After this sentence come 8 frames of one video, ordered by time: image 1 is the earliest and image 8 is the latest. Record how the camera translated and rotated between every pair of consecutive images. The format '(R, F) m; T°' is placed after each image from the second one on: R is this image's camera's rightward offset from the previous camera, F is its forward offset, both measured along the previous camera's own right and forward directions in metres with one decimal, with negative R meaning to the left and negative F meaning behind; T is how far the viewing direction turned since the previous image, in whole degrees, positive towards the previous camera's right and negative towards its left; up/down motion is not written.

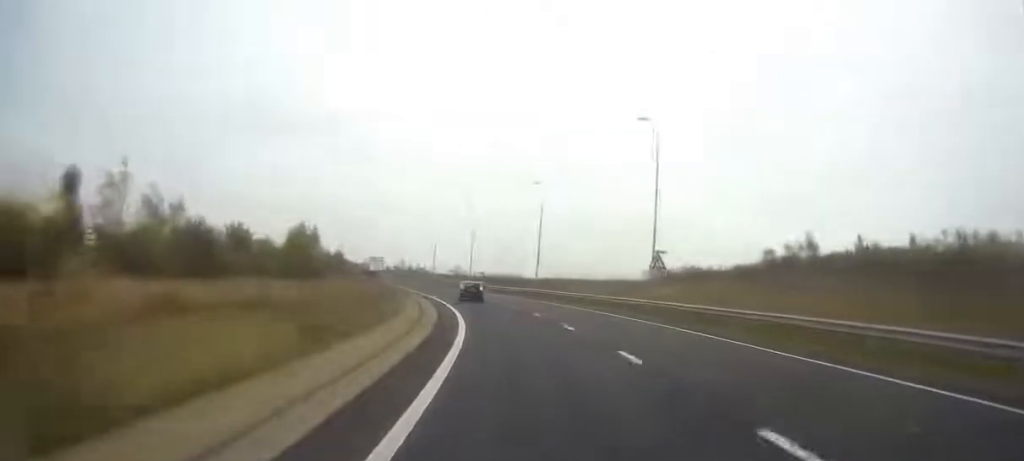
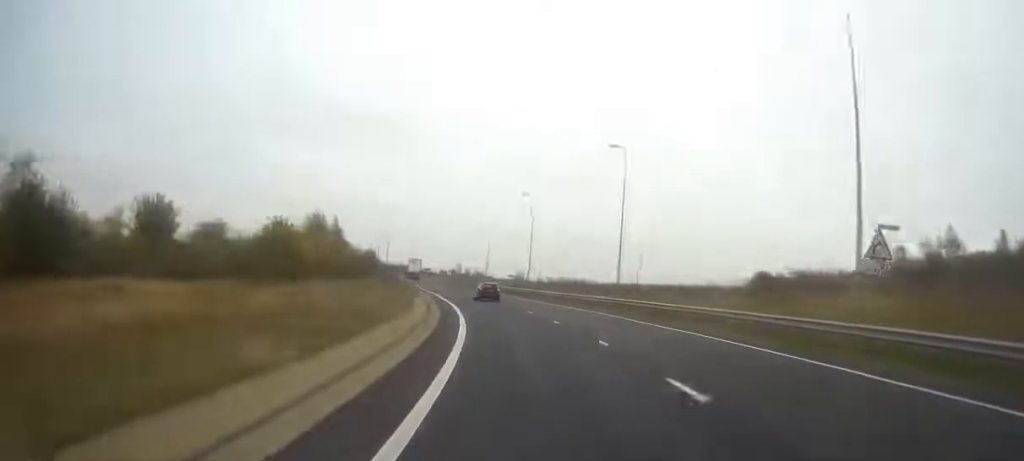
(-1.1, +22.5) m; -5°
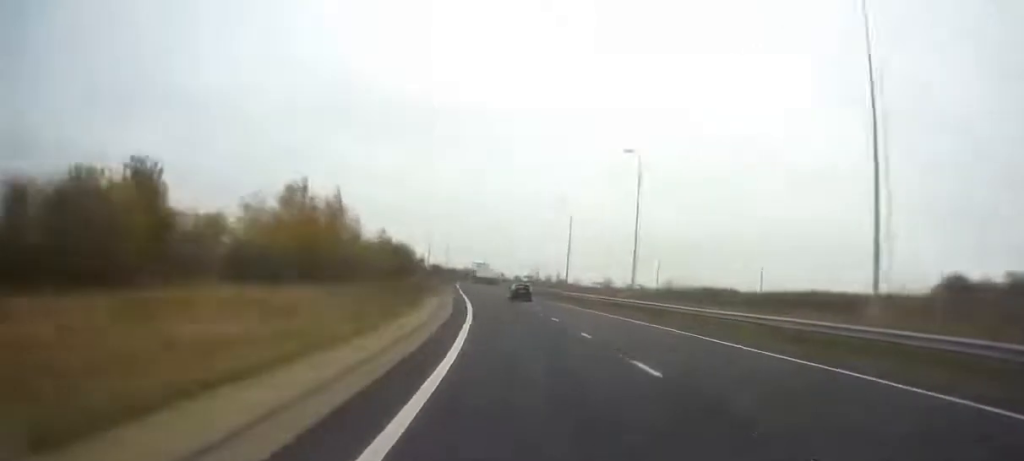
(-1.8, +32.0) m; -6°
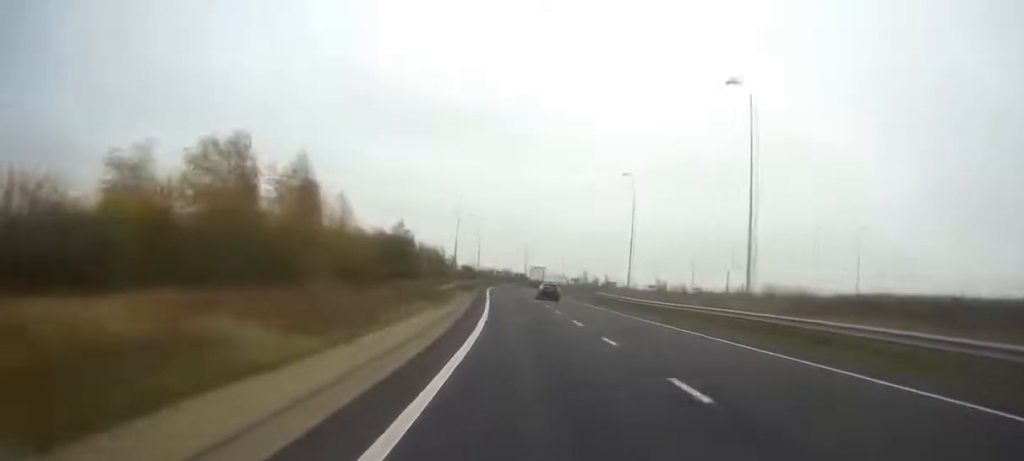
(-0.5, +20.2) m; -3°
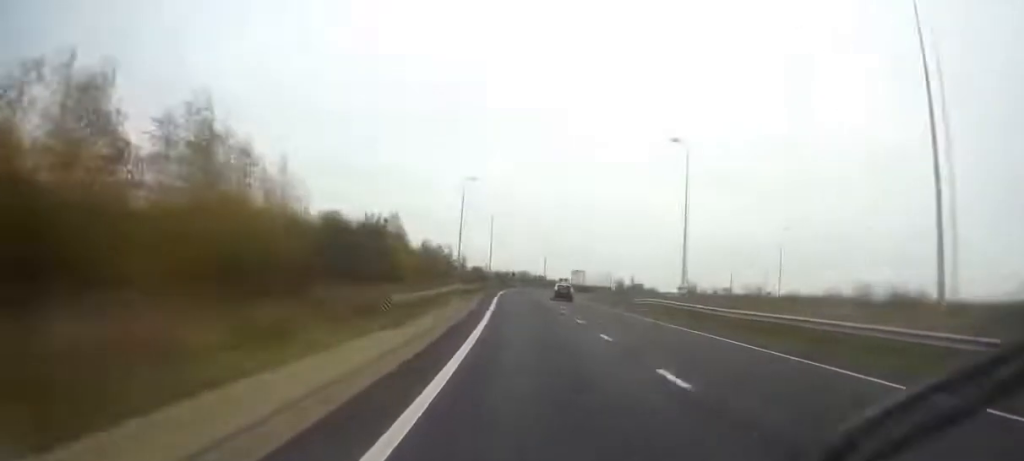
(-0.2, +16.3) m; -1°
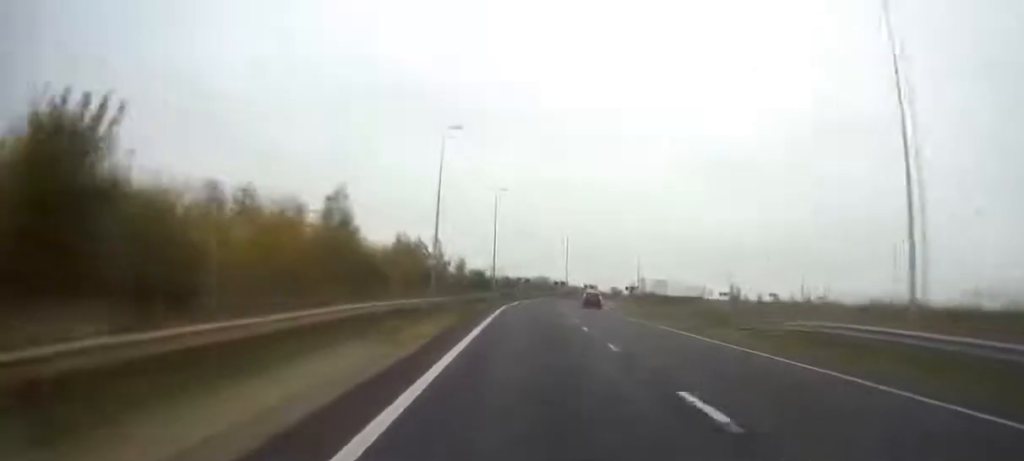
(-0.4, +29.5) m; -1°
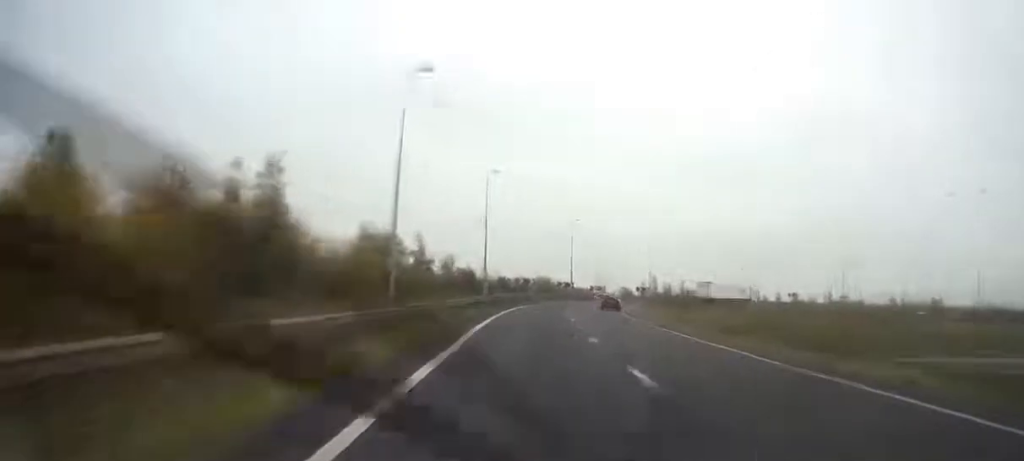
(0.0, +14.5) m; 0°
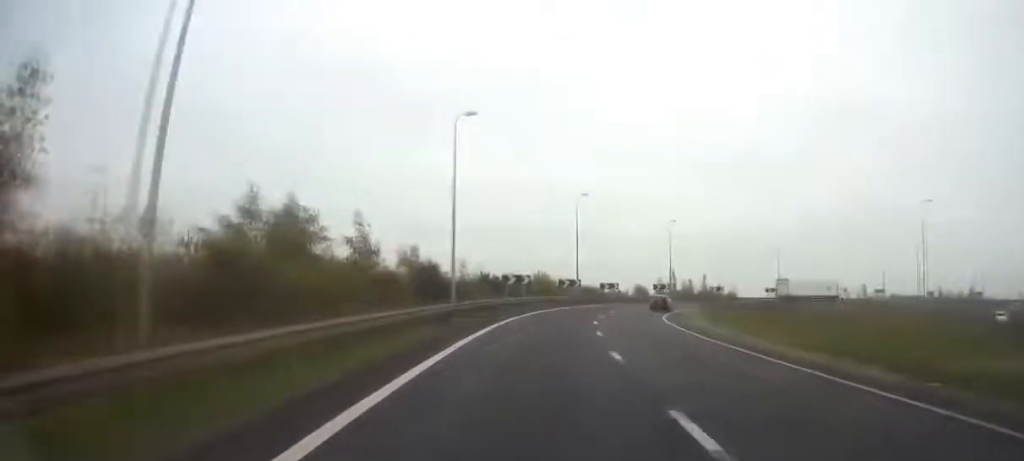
(+0.1, +22.4) m; +2°
